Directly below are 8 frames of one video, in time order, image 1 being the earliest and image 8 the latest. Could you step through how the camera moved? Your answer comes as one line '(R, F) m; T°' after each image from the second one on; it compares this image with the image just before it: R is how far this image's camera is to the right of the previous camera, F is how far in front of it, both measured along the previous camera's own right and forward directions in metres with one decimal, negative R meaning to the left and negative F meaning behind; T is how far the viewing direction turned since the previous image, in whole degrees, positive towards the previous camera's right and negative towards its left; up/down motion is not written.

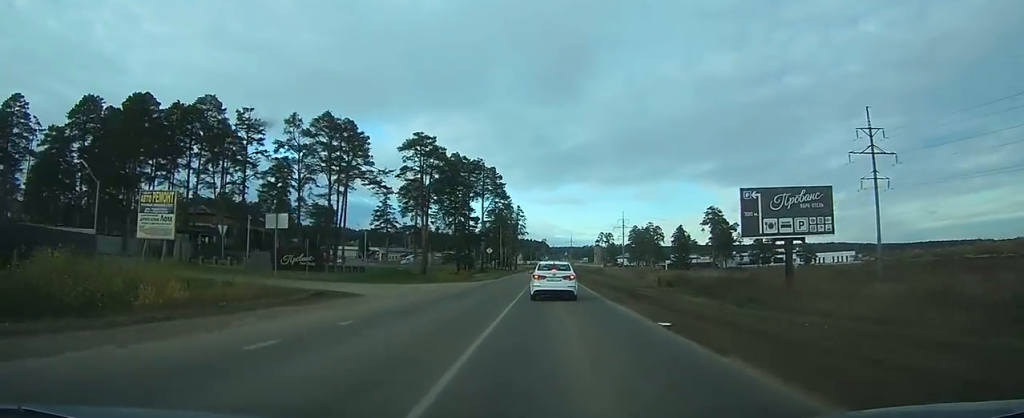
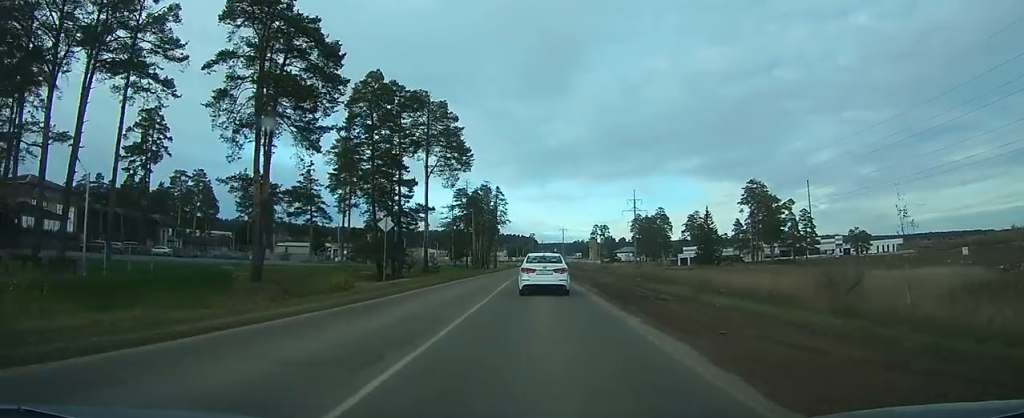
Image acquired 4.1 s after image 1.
(+0.6, +54.0) m; +1°
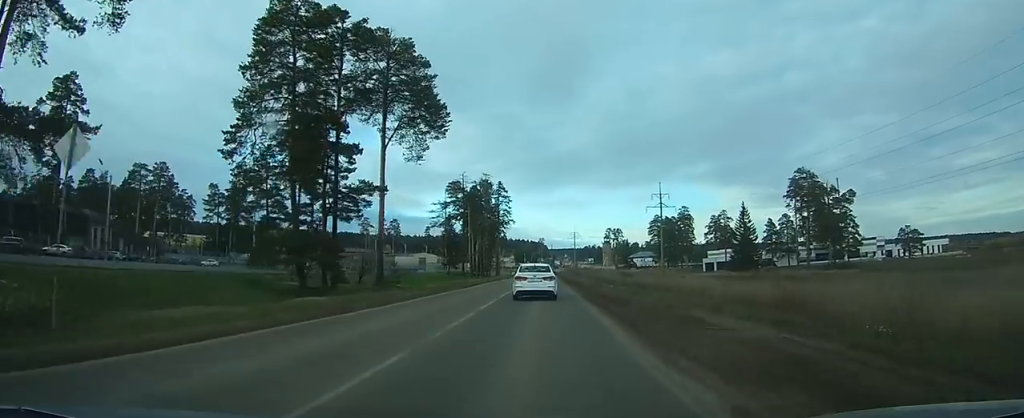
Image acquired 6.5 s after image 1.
(+0.3, +27.5) m; 0°
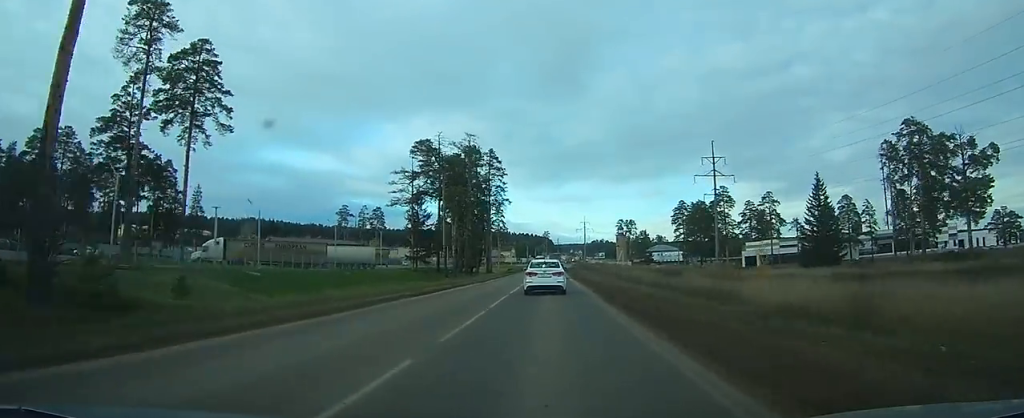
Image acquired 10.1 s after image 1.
(-0.5, +40.4) m; -1°
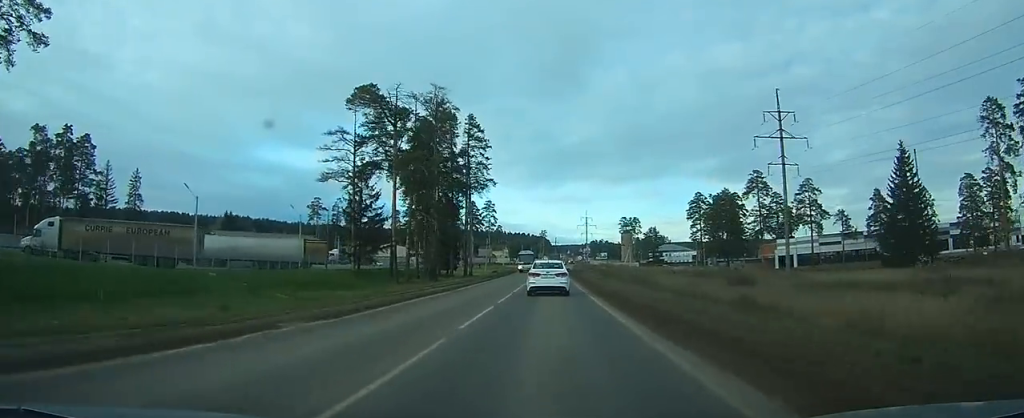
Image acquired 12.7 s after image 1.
(+0.1, +29.9) m; 0°
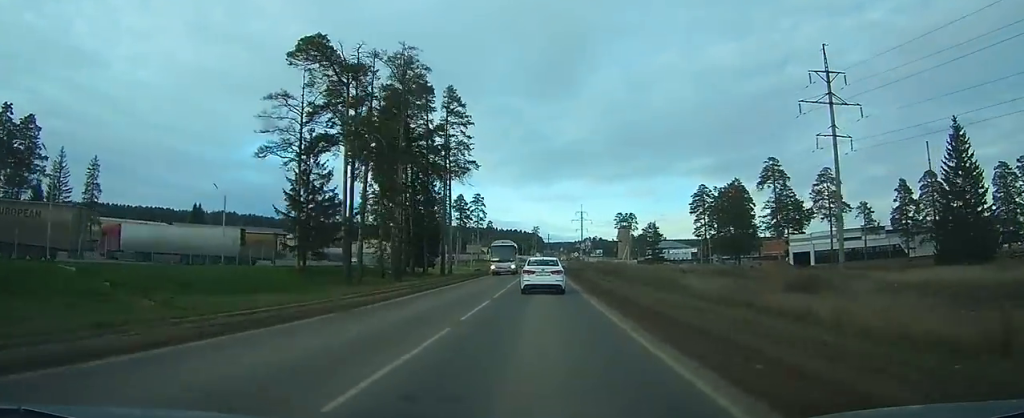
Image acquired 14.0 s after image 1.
(0.0, +14.4) m; 0°
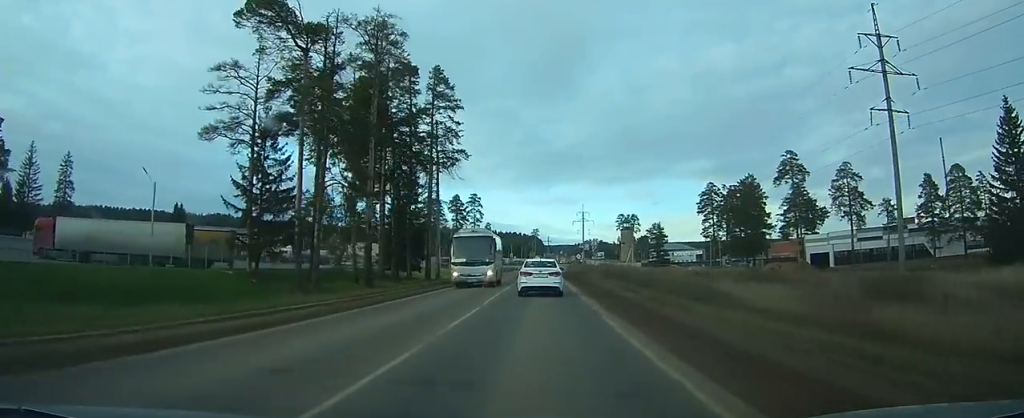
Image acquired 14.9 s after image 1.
(0.0, +9.9) m; 0°
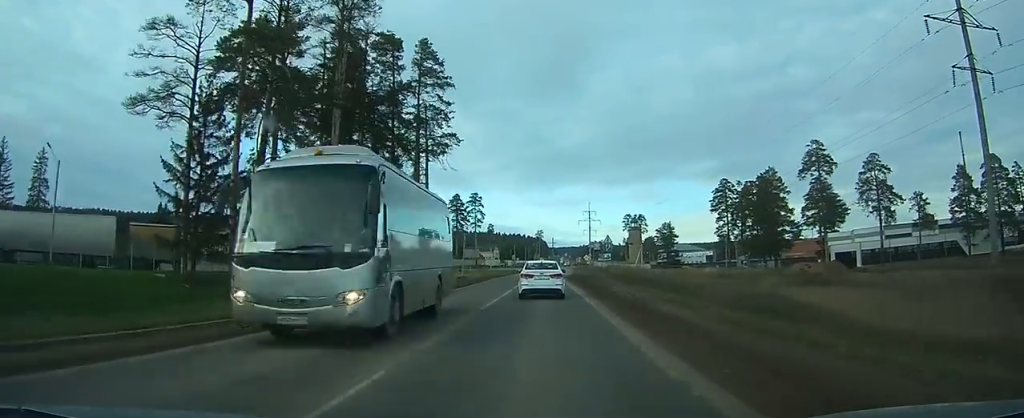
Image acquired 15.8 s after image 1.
(+0.1, +9.9) m; 0°
